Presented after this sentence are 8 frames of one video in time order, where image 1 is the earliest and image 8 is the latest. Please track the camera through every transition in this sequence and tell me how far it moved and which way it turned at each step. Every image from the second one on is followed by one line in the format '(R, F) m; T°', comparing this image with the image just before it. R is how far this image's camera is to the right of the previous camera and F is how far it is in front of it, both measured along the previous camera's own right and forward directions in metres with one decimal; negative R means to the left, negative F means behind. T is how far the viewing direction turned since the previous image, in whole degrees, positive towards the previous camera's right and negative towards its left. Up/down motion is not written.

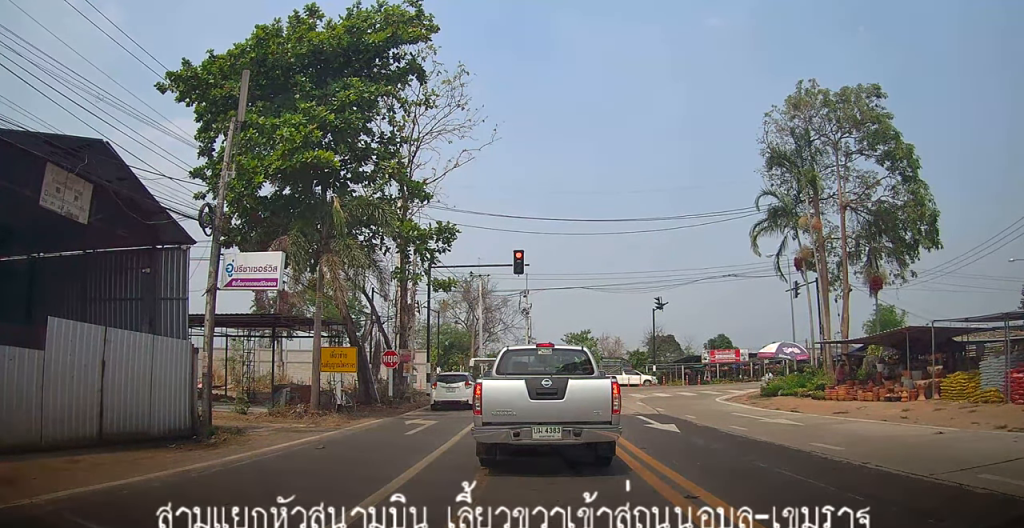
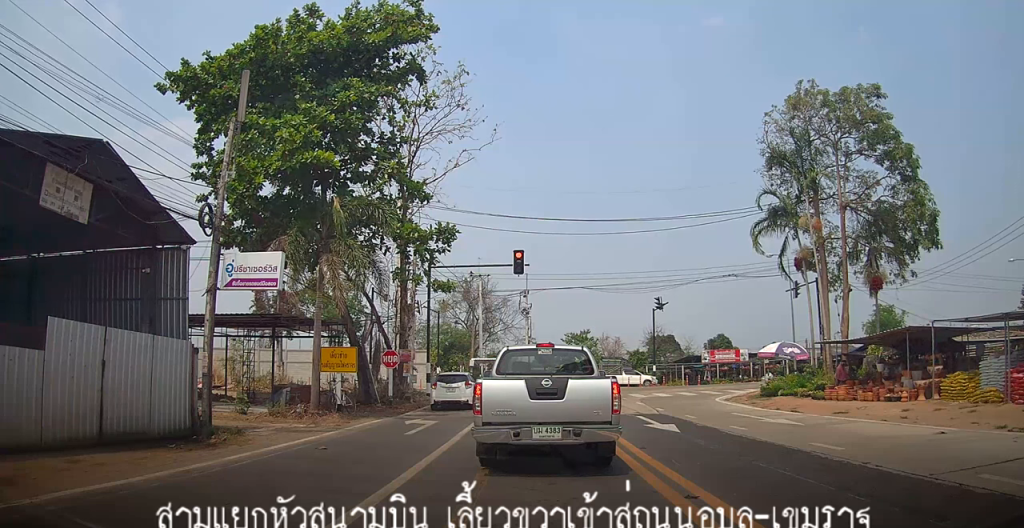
(0.0, 0.0) m; 0°
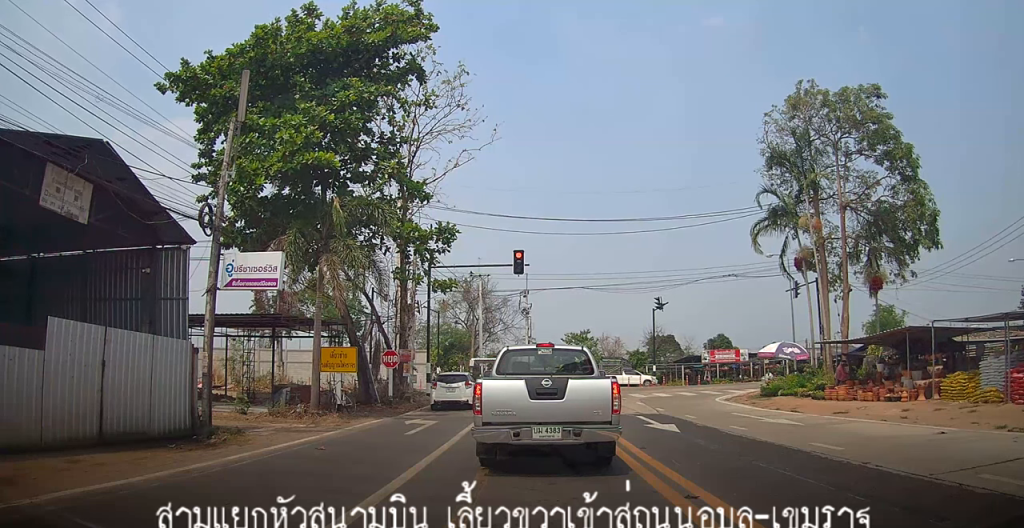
(0.0, 0.0) m; 0°
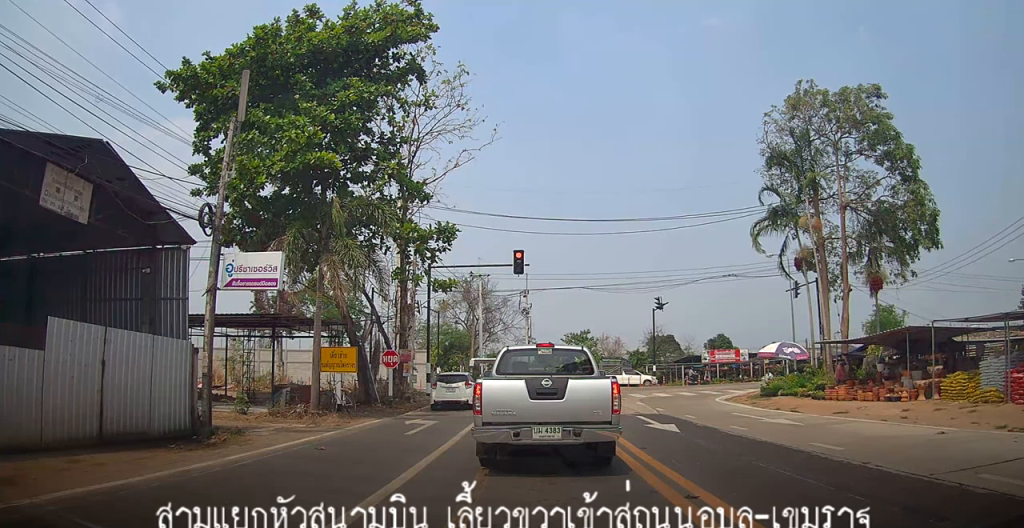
(0.0, 0.0) m; 0°
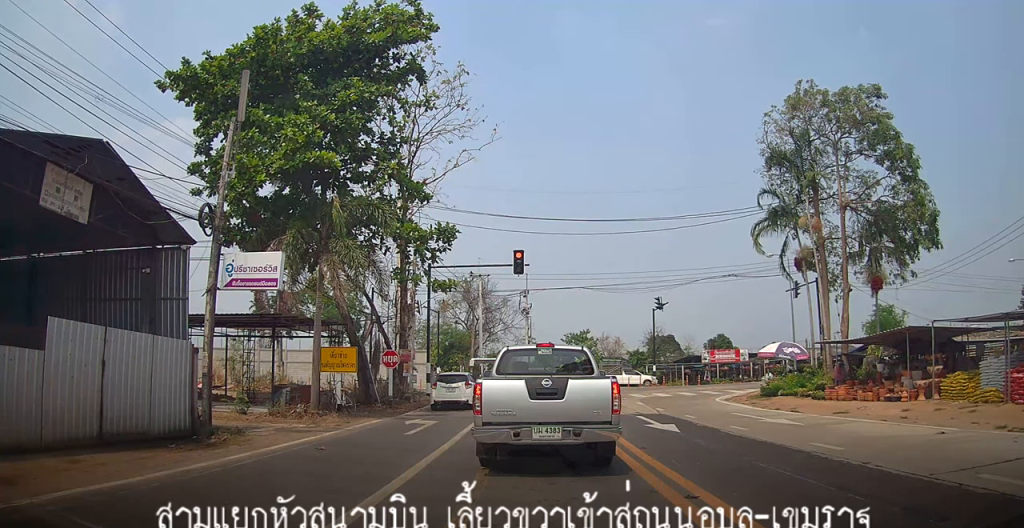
(0.0, 0.0) m; 0°
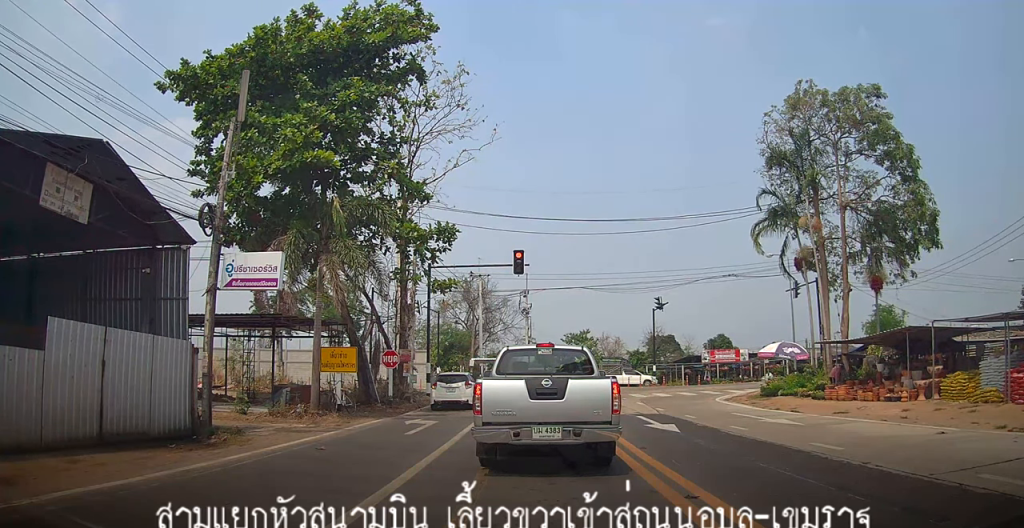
(0.0, 0.0) m; 0°
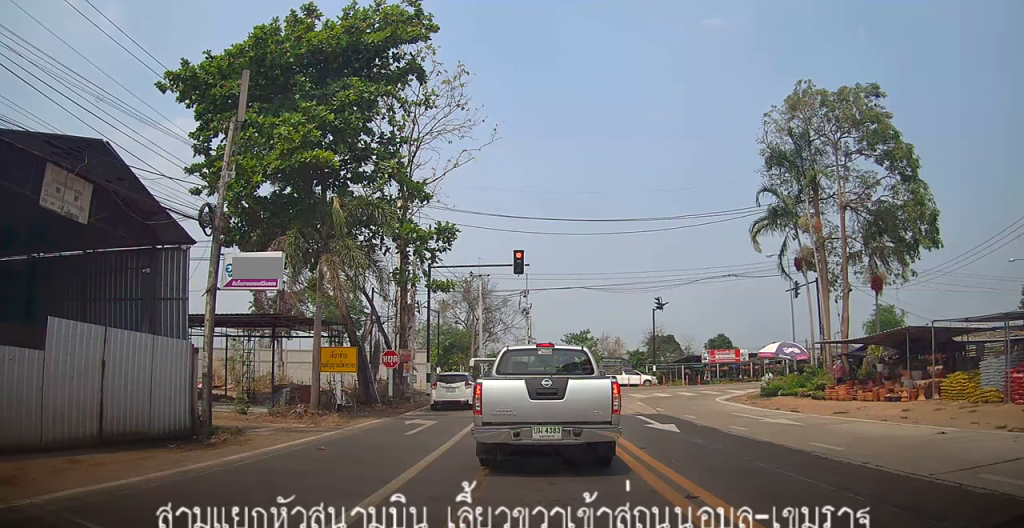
(0.0, 0.0) m; 0°
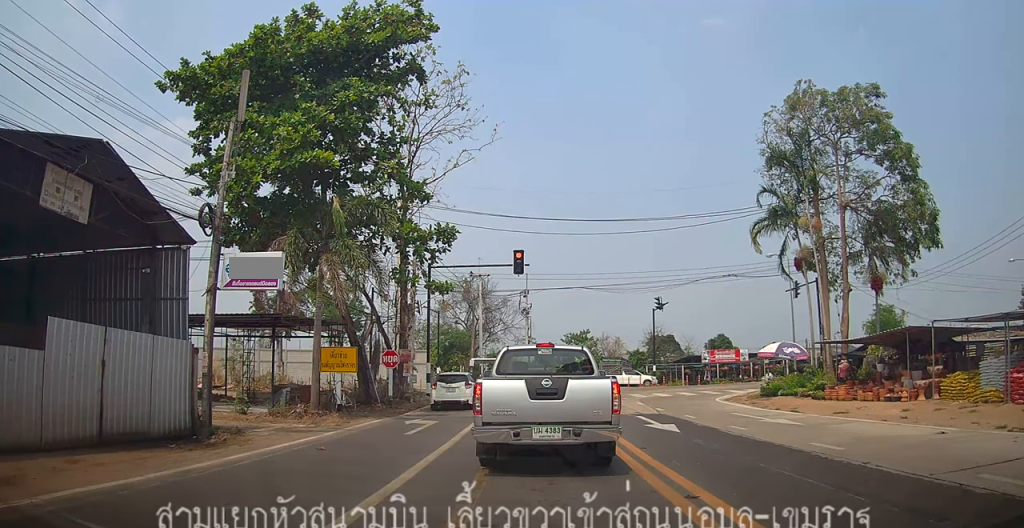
(0.0, 0.0) m; 0°
